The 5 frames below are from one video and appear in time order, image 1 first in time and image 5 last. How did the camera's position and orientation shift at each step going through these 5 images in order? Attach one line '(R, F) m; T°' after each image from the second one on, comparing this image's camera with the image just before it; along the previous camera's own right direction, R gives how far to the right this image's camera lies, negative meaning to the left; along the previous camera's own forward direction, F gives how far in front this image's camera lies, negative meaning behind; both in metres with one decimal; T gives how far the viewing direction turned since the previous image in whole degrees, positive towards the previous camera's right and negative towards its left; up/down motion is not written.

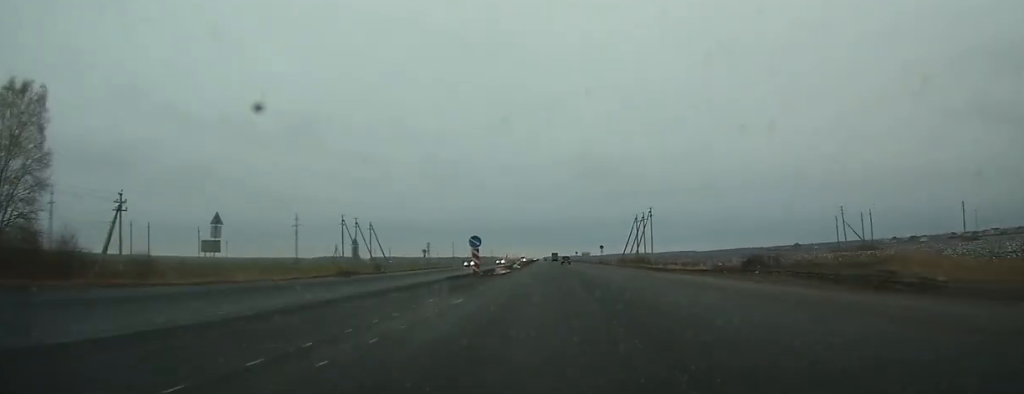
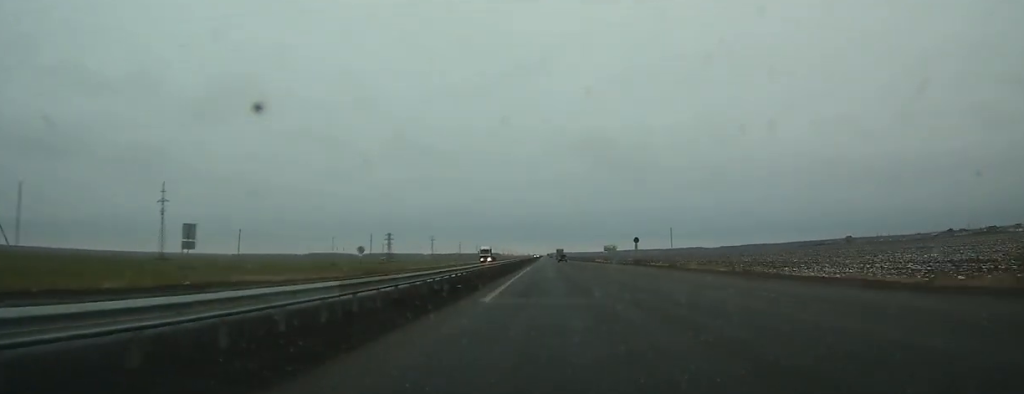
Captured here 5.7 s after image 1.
(-1.5, +150.3) m; -1°
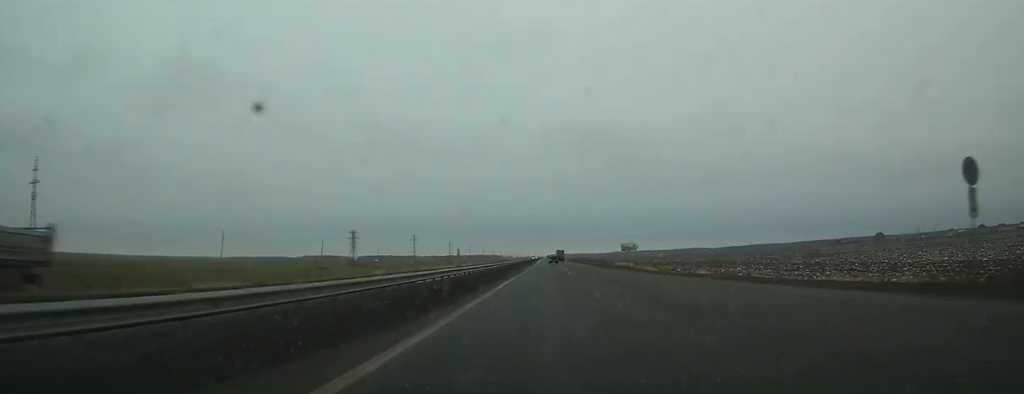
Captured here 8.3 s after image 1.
(0.0, +74.0) m; 0°
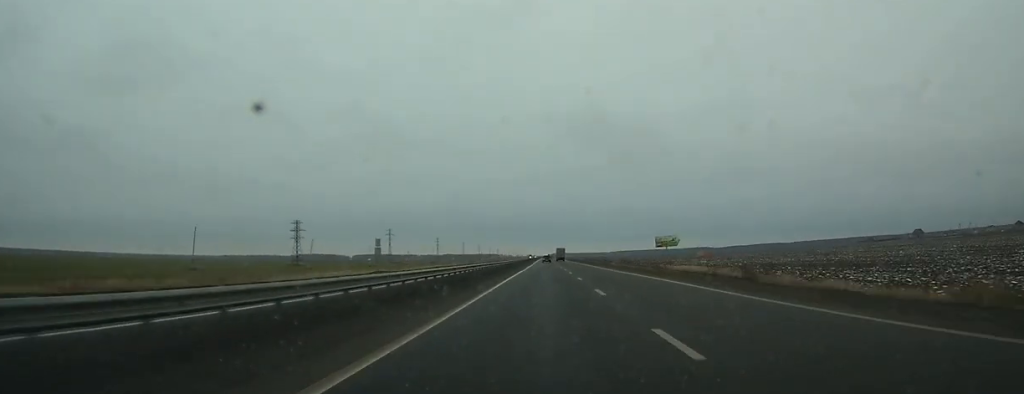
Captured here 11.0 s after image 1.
(-0.4, +76.4) m; 0°
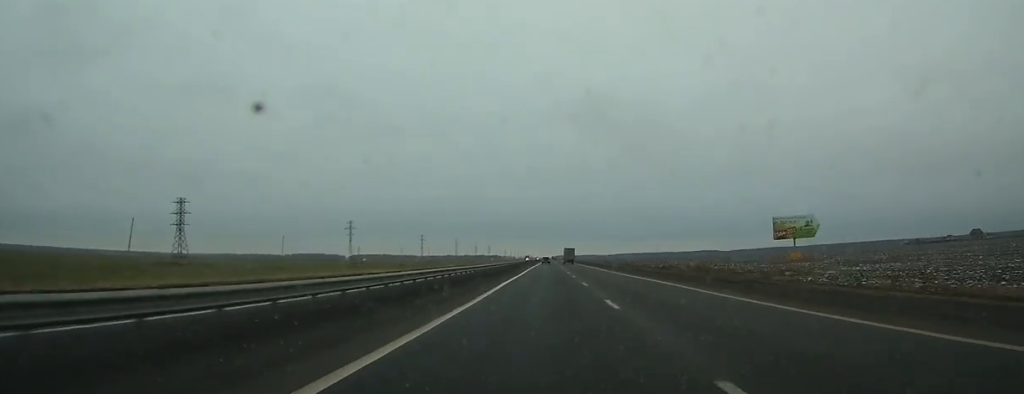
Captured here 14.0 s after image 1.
(+0.3, +87.7) m; 0°
